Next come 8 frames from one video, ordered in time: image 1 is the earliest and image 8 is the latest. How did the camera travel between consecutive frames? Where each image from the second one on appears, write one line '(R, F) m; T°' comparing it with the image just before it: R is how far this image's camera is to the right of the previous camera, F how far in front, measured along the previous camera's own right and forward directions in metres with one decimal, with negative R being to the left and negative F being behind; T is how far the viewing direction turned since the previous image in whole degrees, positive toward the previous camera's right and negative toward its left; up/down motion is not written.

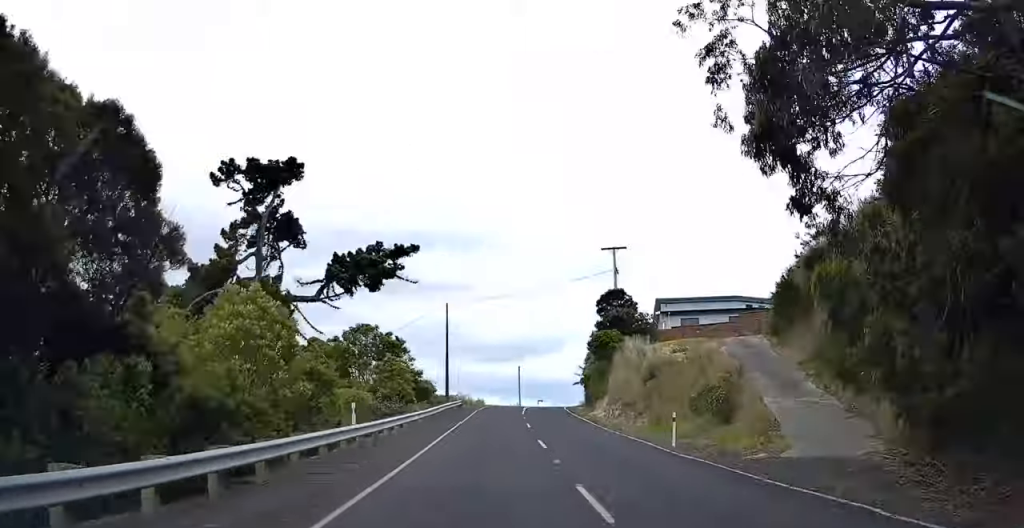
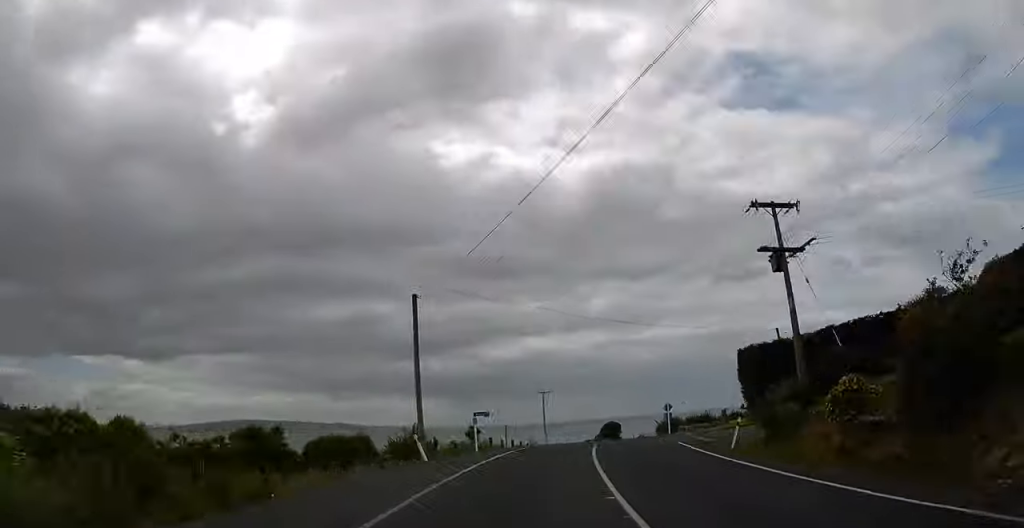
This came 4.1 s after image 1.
(+4.6, +60.0) m; +10°
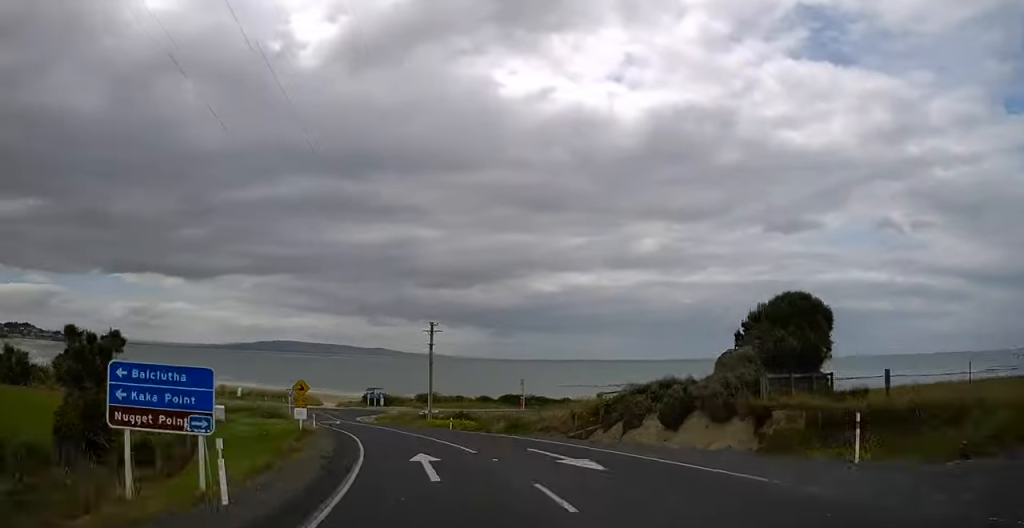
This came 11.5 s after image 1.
(+5.3, +89.1) m; -6°
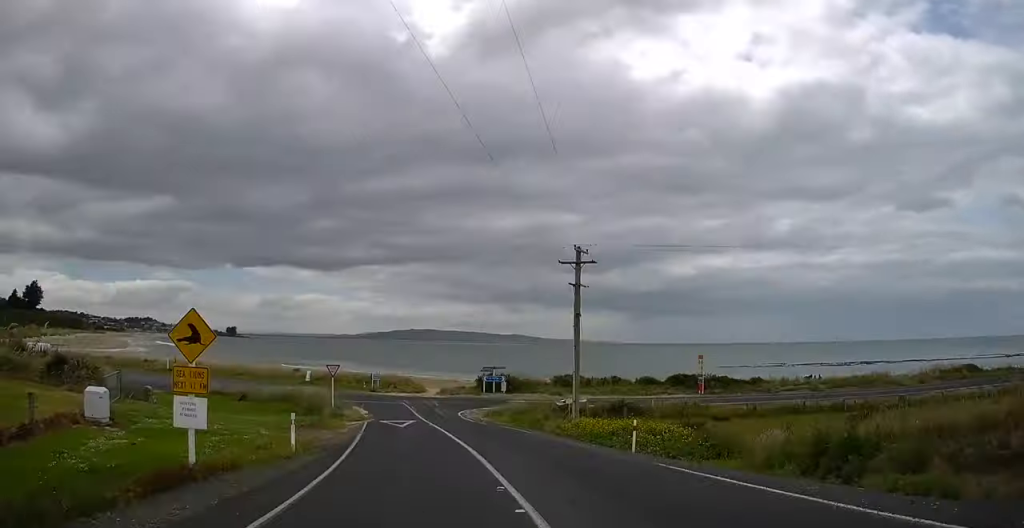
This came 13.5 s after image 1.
(-0.7, +20.8) m; -8°
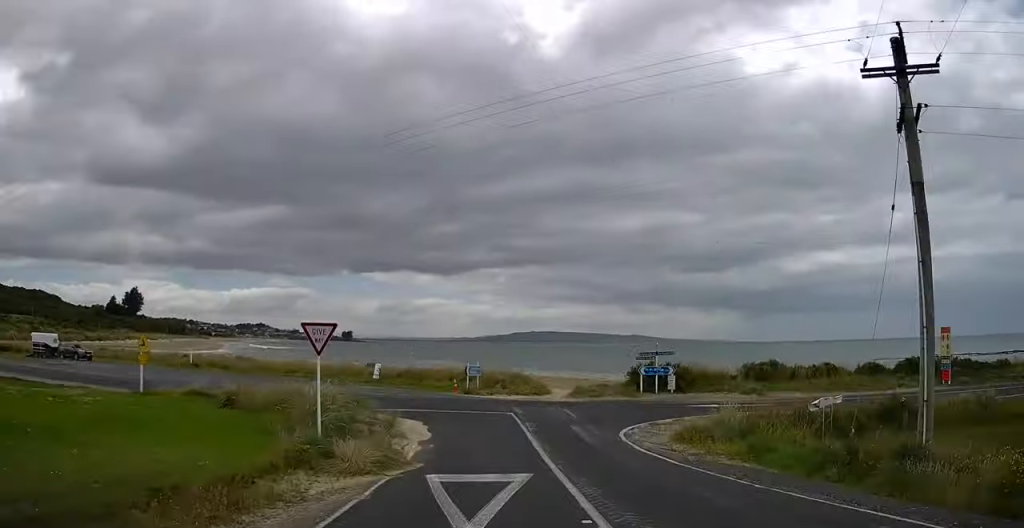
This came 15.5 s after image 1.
(-2.3, +15.9) m; 0°
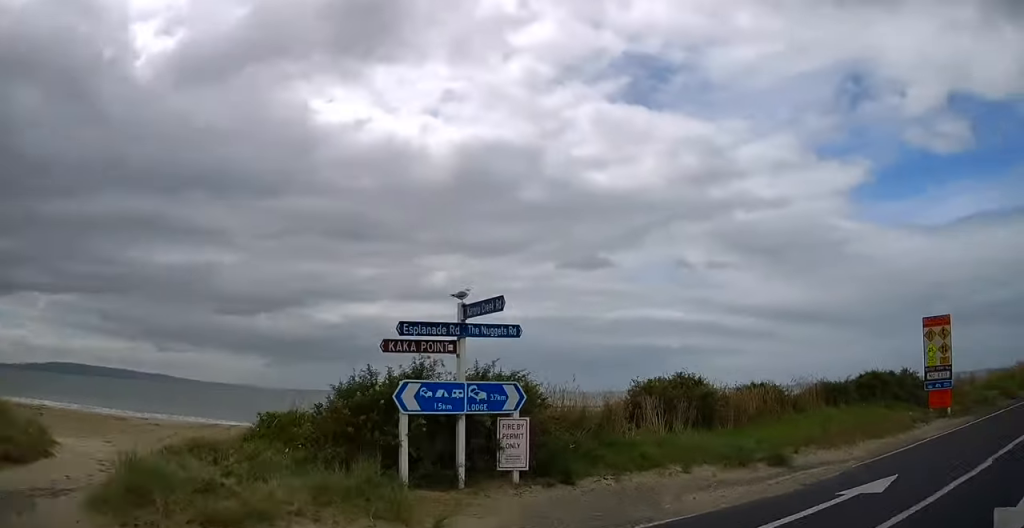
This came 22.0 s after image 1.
(+7.8, +39.0) m; +59°
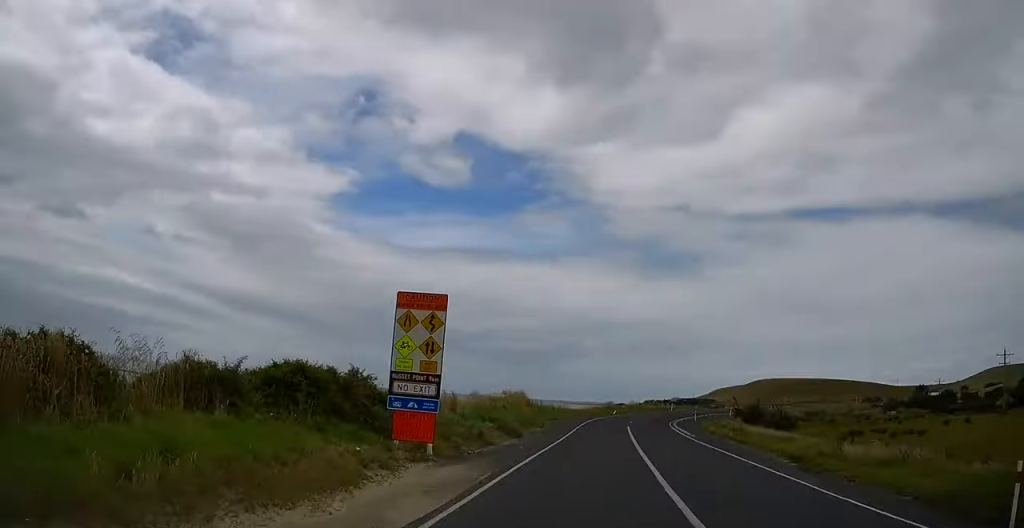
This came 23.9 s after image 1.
(+6.0, +13.8) m; +17°
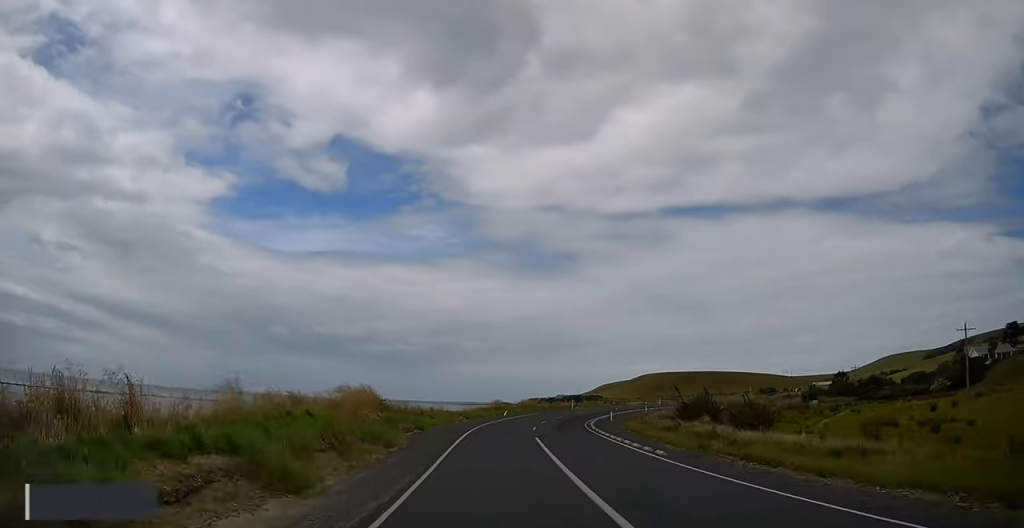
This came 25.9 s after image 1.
(+3.1, +17.0) m; +16°
